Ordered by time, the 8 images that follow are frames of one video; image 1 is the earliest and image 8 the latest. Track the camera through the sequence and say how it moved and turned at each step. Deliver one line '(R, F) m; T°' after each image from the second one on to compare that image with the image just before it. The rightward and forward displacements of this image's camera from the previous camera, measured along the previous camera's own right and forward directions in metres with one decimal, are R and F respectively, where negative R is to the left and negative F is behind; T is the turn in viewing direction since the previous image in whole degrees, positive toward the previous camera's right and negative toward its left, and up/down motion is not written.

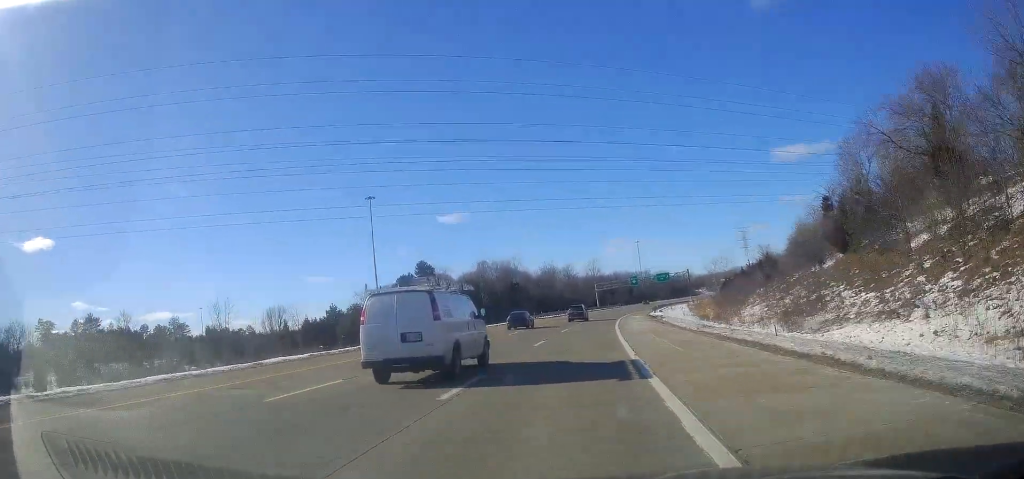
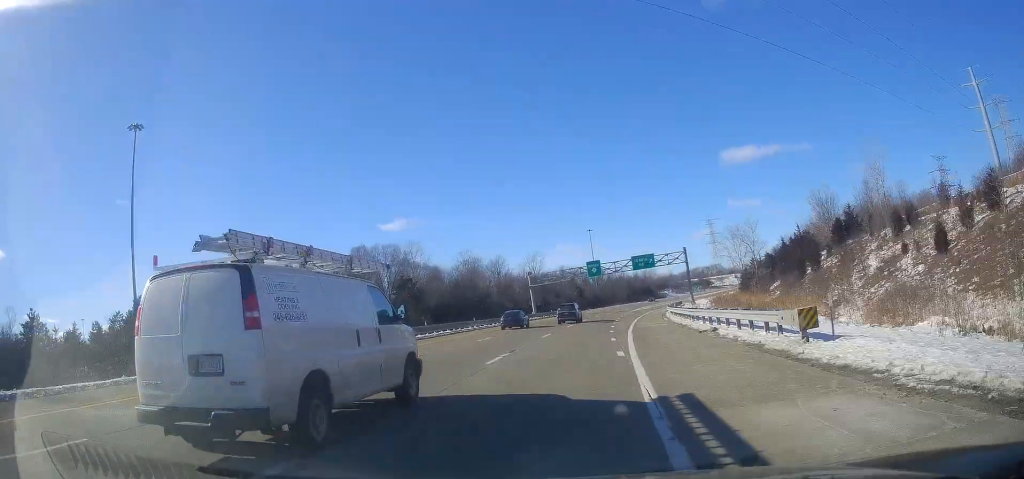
(+4.7, +68.7) m; +7°
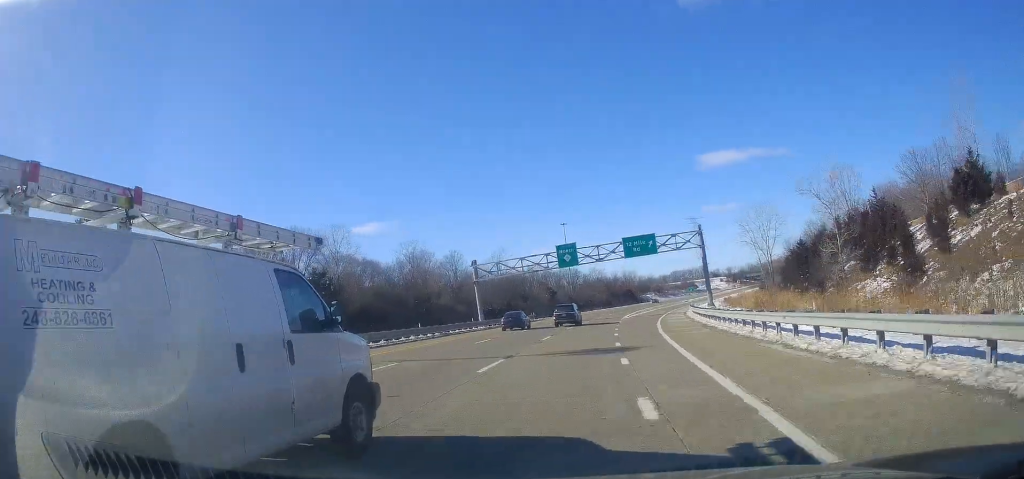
(+0.1, +31.8) m; +1°
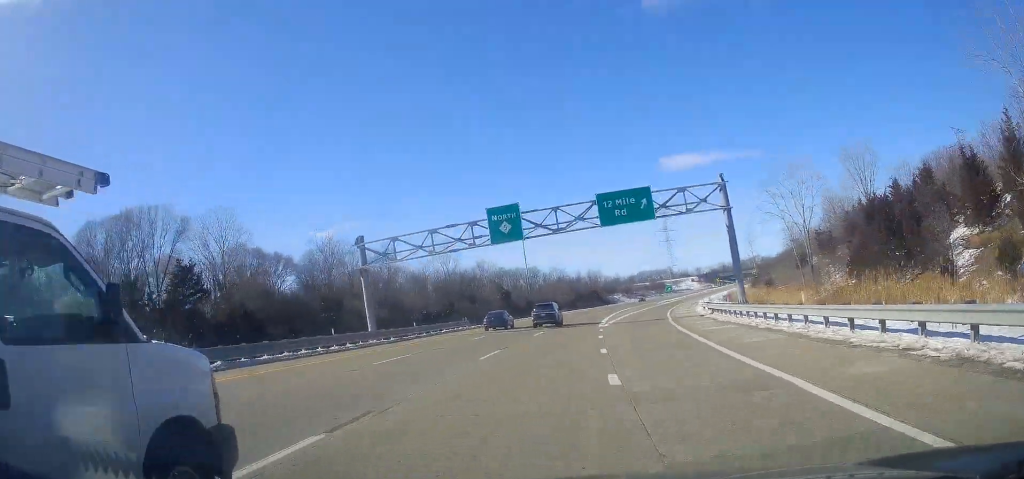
(+0.2, +27.2) m; +3°
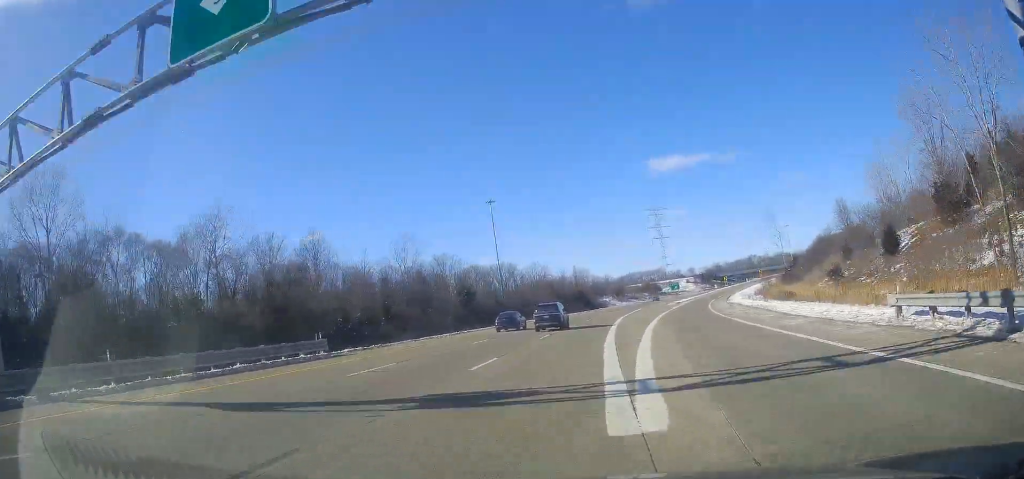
(+1.4, +32.7) m; +4°
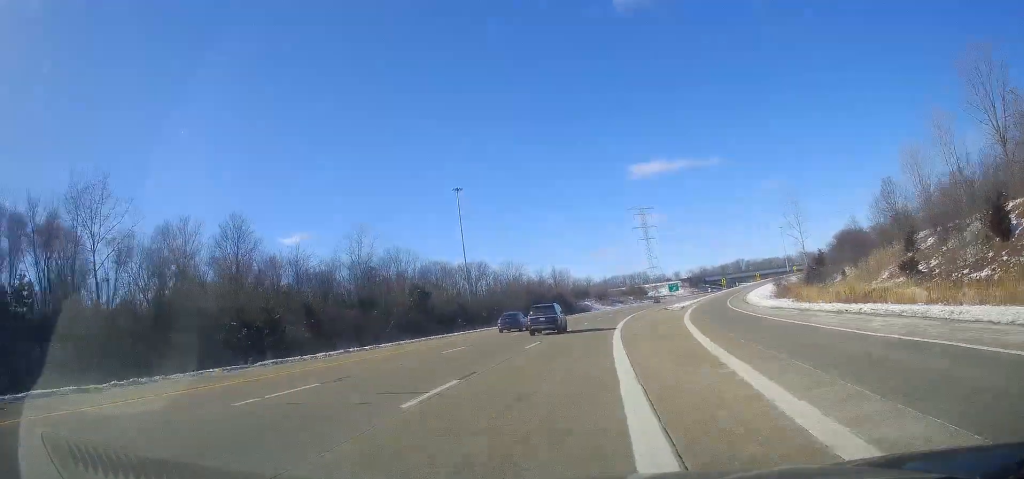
(+0.5, +21.2) m; +1°
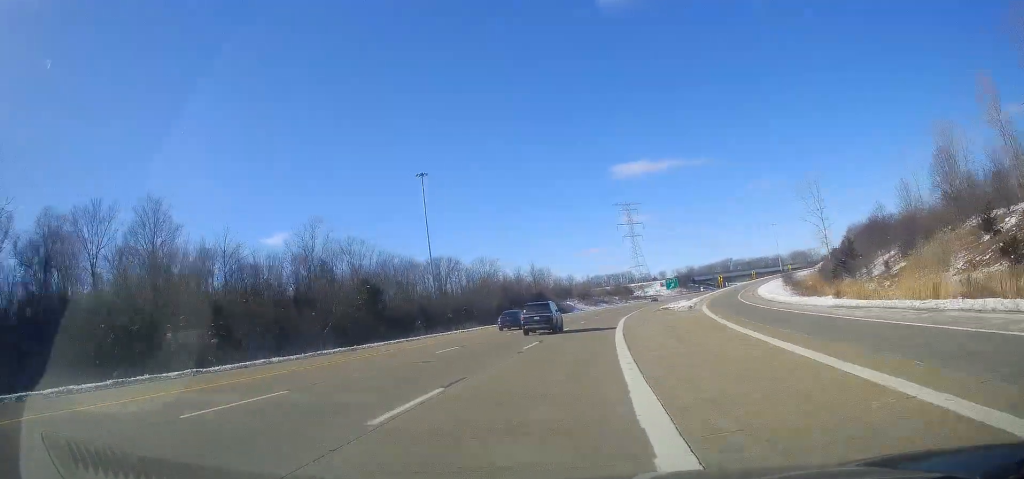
(+0.1, +16.7) m; +1°
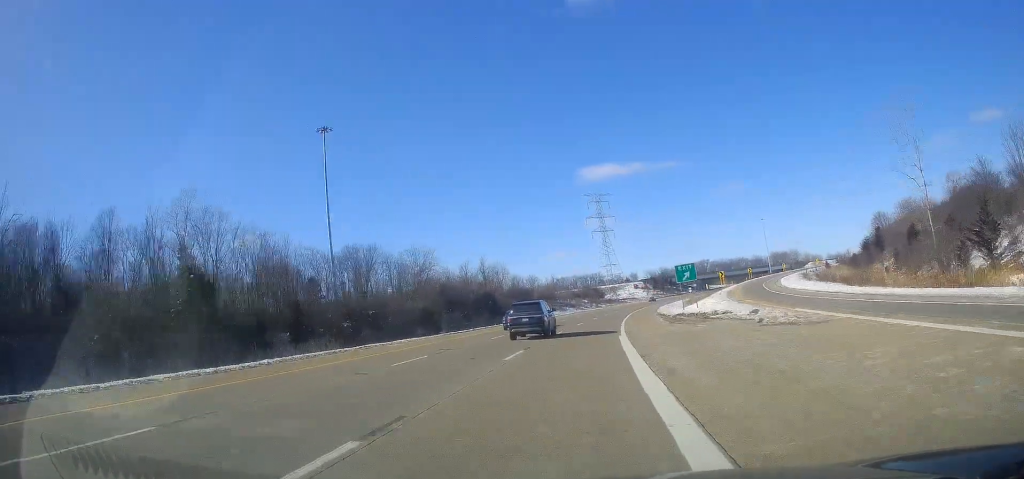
(+0.5, +34.8) m; +4°
